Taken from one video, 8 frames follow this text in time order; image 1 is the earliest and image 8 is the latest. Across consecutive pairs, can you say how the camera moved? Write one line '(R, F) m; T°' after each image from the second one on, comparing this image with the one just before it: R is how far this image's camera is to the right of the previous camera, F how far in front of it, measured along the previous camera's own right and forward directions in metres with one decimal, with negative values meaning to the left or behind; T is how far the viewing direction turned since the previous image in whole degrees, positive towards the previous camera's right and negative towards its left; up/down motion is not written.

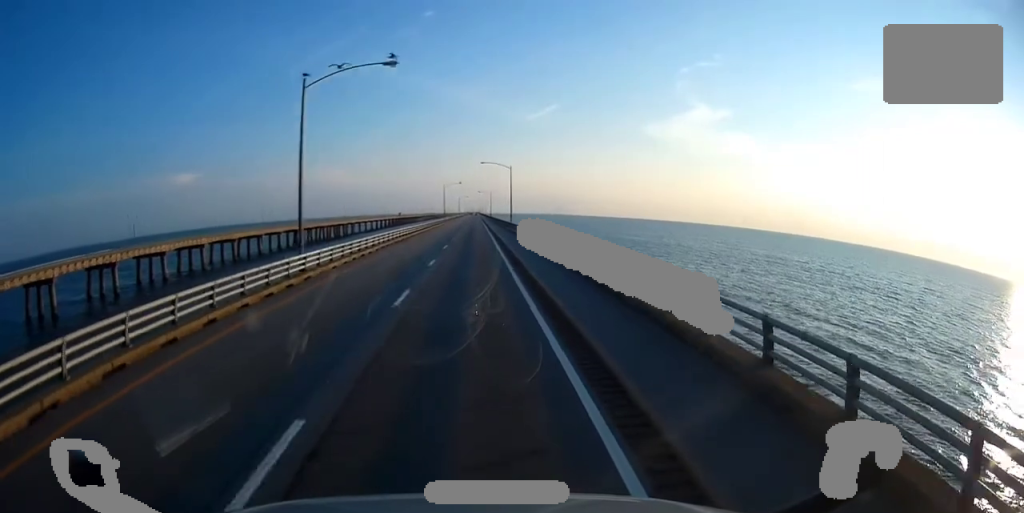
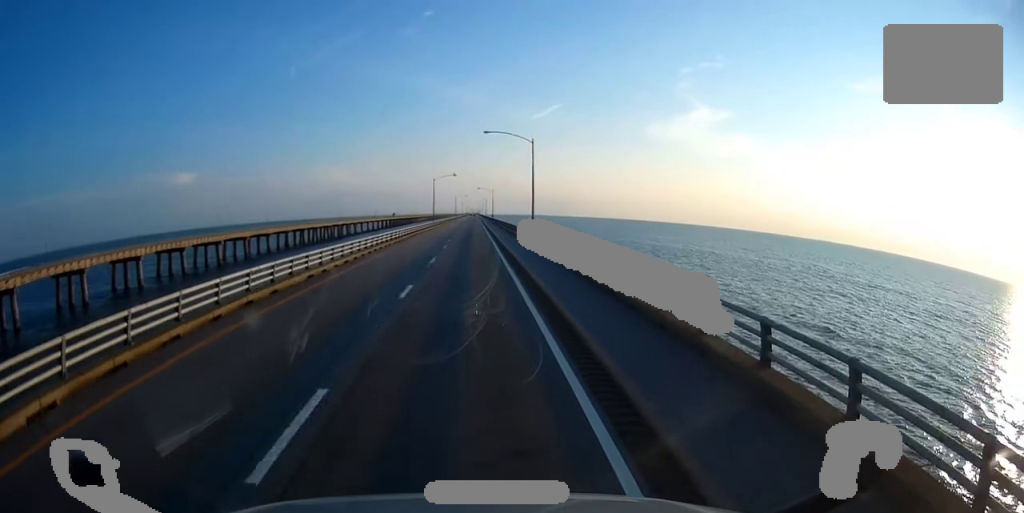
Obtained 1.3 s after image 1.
(+0.4, +34.6) m; +1°
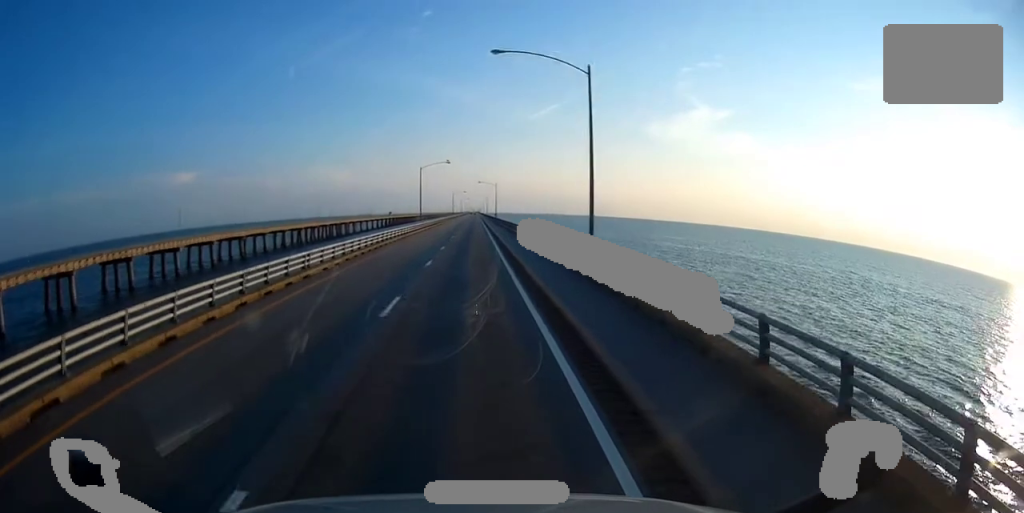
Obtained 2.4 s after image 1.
(-0.1, +27.4) m; 0°
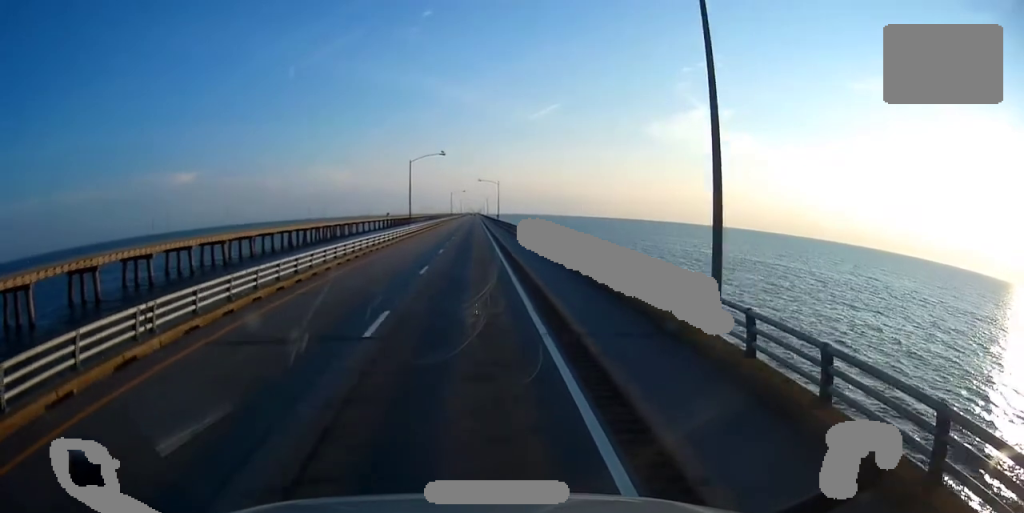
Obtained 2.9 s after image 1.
(+0.1, +13.6) m; 0°
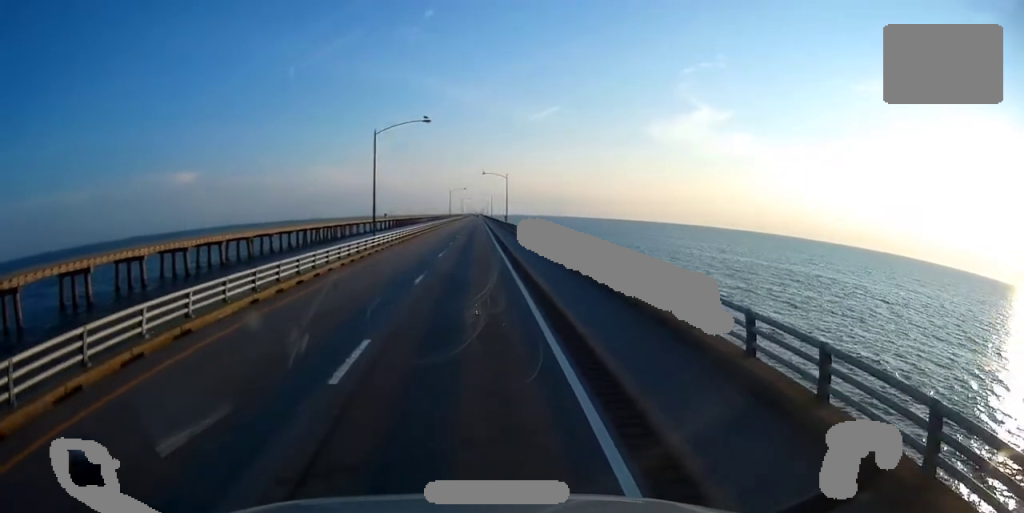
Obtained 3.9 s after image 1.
(-0.1, +27.4) m; 0°
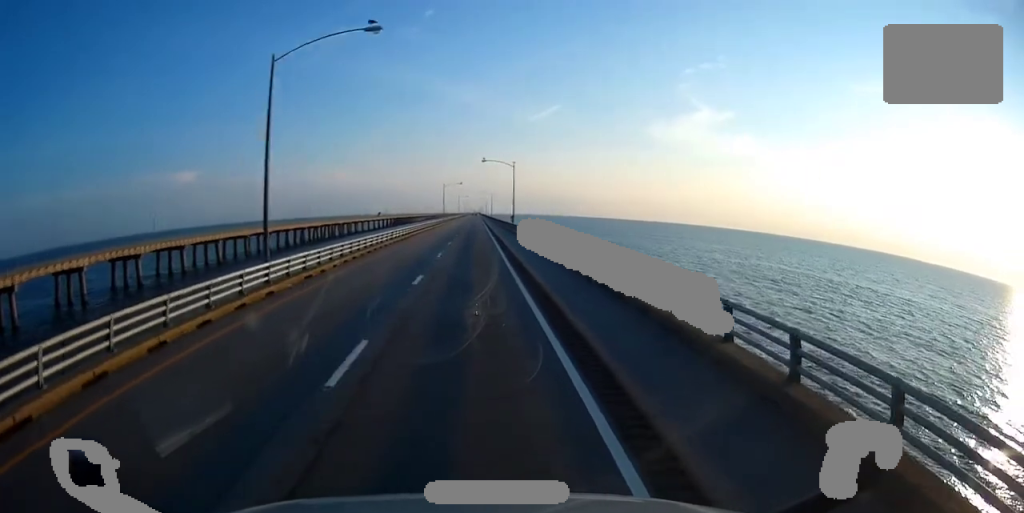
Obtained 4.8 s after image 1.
(+0.1, +24.2) m; 0°
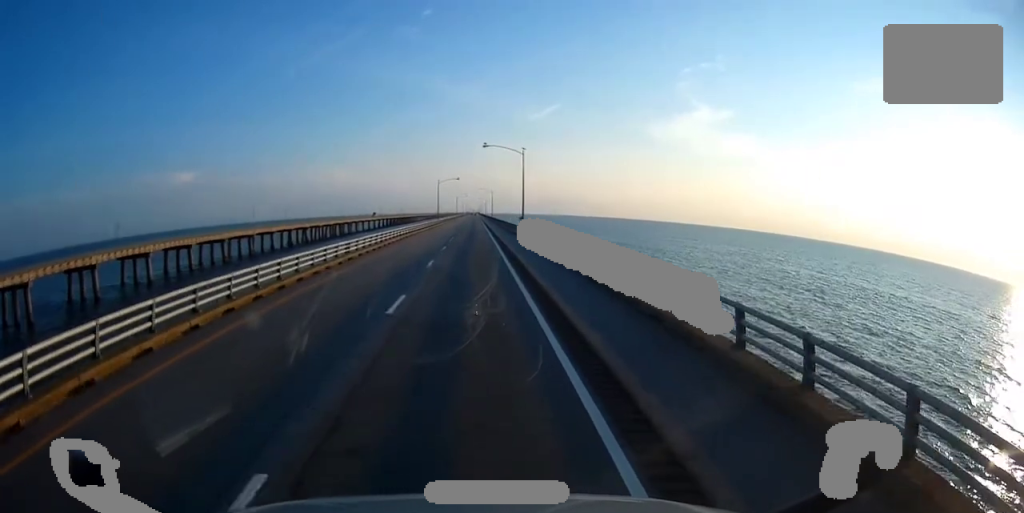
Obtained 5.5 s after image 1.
(-0.1, +17.9) m; 0°
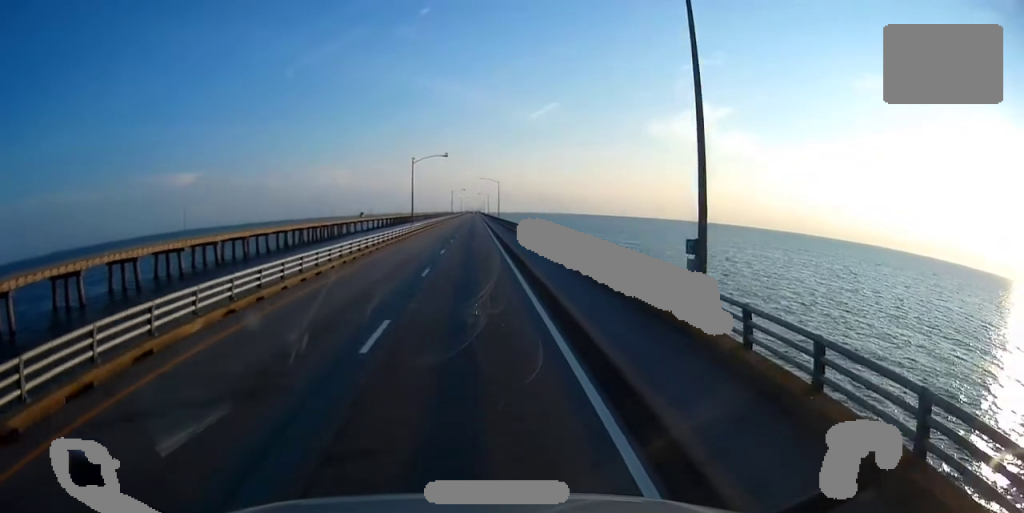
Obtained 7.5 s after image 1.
(+0.3, +51.7) m; 0°
